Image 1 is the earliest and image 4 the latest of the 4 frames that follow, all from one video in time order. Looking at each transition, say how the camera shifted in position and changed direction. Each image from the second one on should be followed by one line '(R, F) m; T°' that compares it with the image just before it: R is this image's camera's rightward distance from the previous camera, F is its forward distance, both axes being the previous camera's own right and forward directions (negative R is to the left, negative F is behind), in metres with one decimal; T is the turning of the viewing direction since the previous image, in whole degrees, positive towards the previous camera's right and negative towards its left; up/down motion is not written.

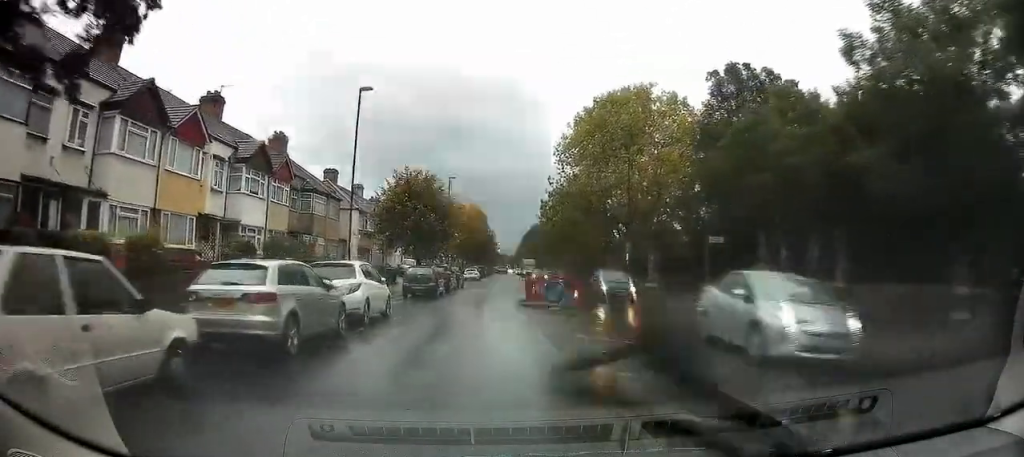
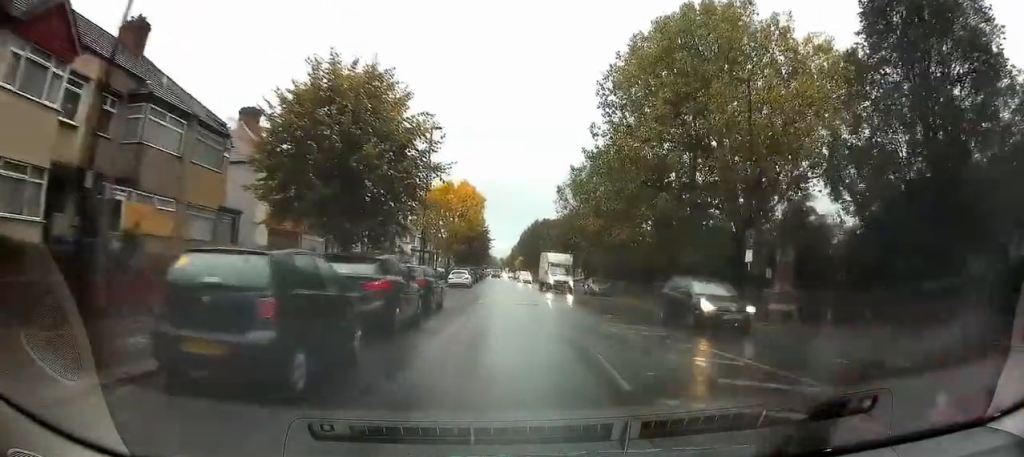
(-0.3, +20.8) m; 0°
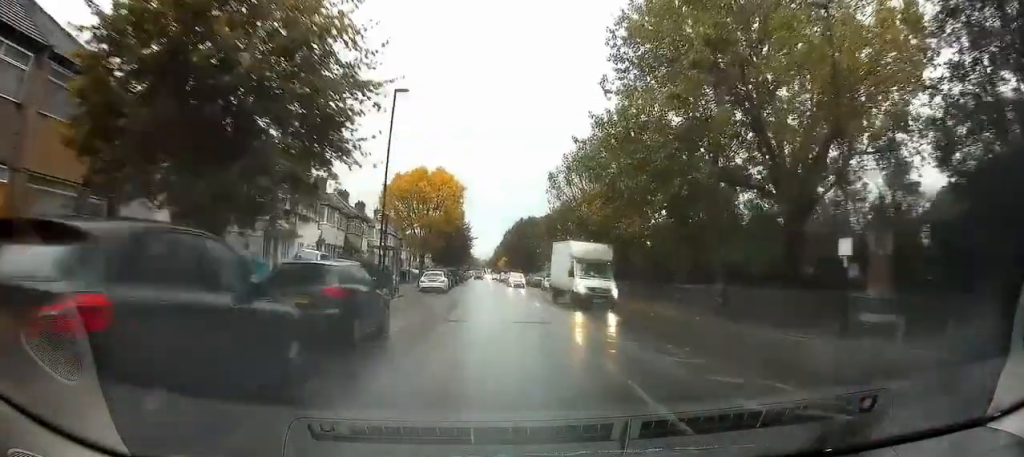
(-0.1, +7.9) m; +1°
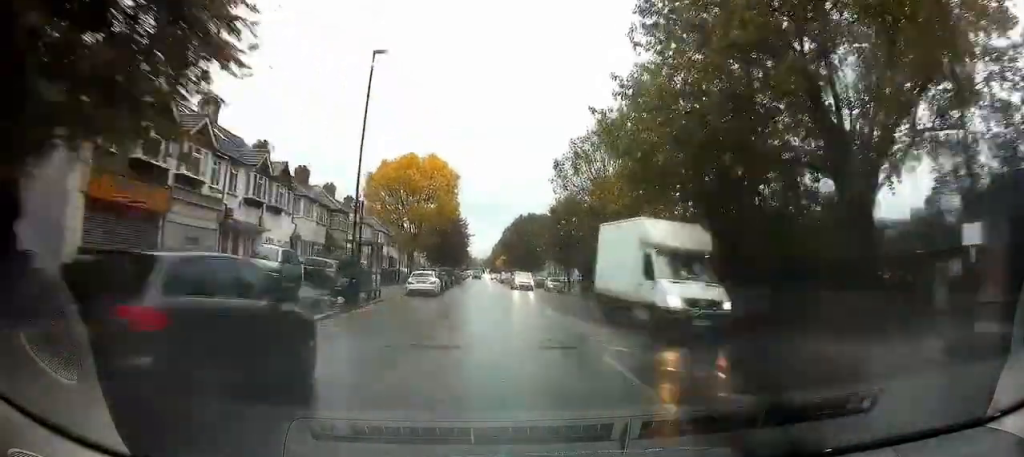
(0.0, +5.0) m; -2°
